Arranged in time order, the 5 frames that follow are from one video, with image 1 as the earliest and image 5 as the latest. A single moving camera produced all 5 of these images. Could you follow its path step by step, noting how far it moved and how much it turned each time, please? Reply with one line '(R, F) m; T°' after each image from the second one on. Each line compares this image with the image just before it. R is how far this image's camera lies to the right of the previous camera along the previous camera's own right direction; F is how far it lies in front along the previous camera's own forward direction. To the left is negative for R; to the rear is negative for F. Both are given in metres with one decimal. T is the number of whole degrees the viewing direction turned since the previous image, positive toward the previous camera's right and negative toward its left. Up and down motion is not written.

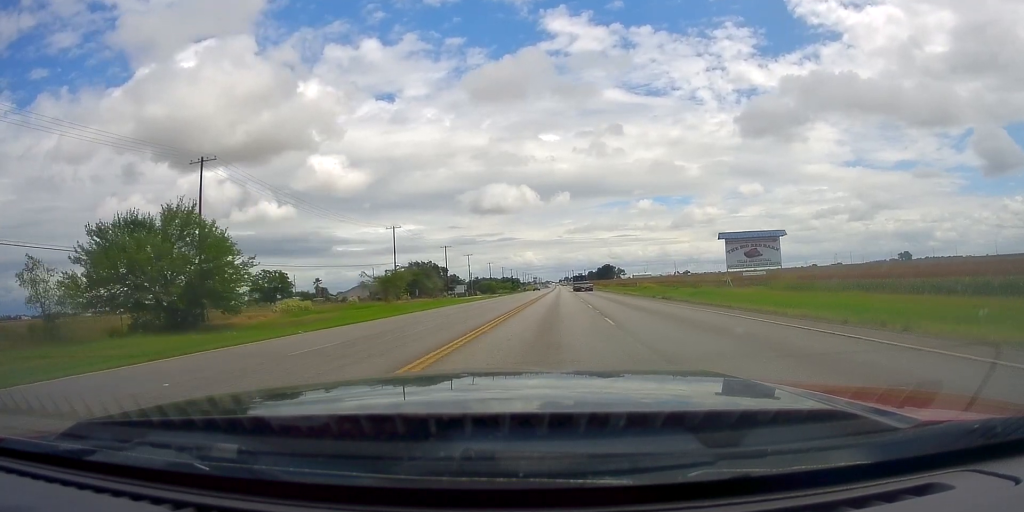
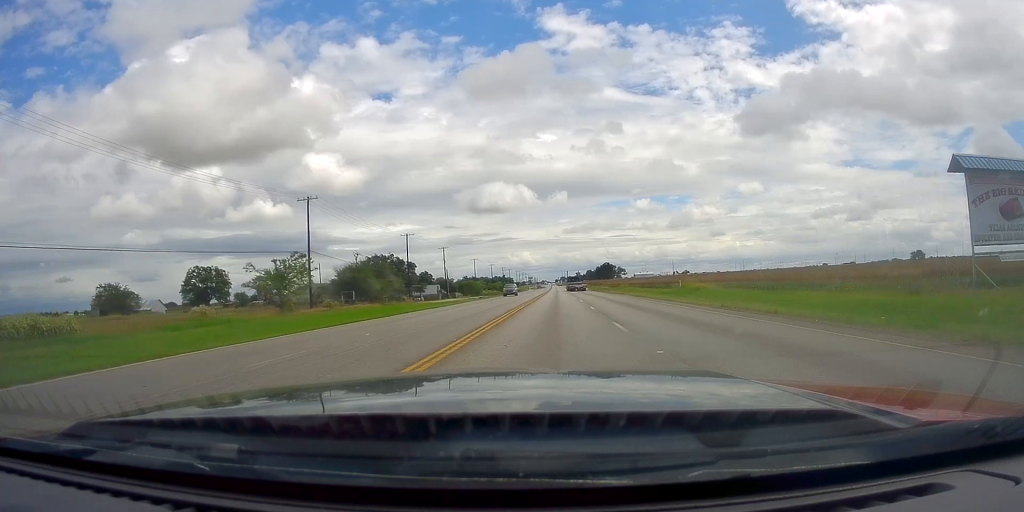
(0.0, +39.5) m; 0°
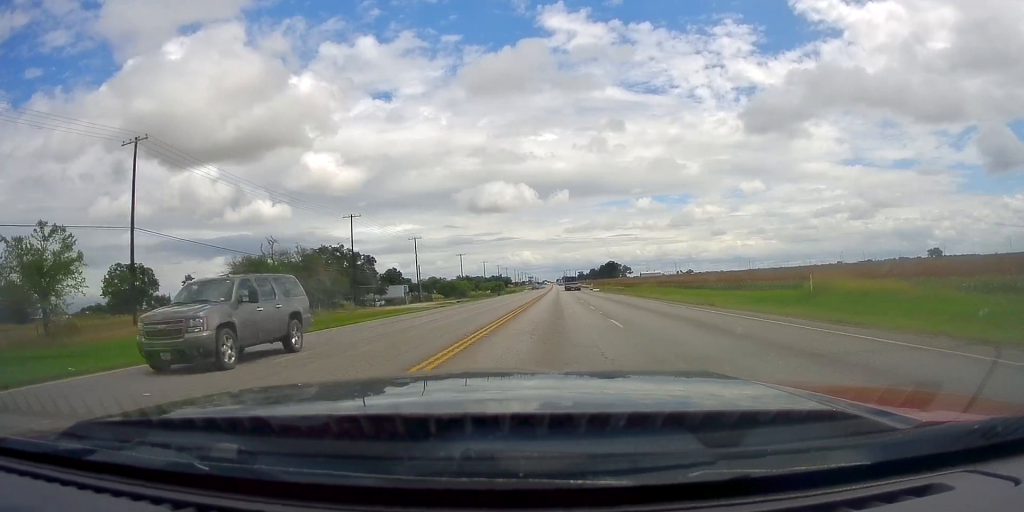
(0.0, +35.7) m; +1°
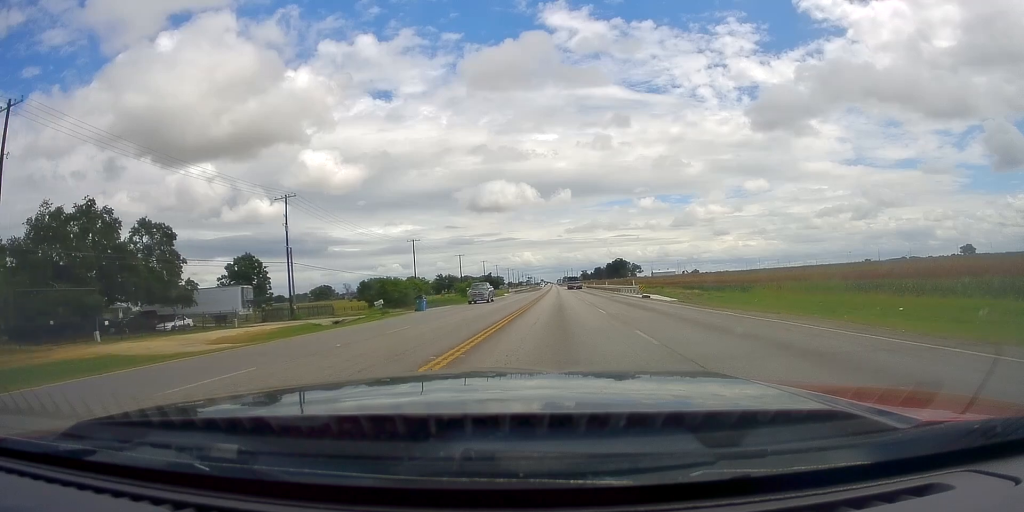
(+0.3, +66.6) m; -1°
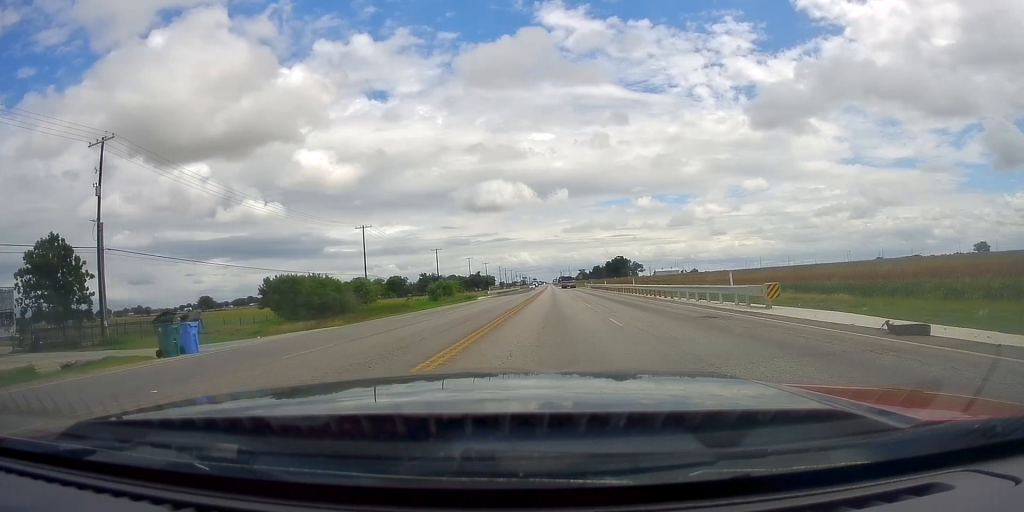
(0.0, +32.8) m; +1°
